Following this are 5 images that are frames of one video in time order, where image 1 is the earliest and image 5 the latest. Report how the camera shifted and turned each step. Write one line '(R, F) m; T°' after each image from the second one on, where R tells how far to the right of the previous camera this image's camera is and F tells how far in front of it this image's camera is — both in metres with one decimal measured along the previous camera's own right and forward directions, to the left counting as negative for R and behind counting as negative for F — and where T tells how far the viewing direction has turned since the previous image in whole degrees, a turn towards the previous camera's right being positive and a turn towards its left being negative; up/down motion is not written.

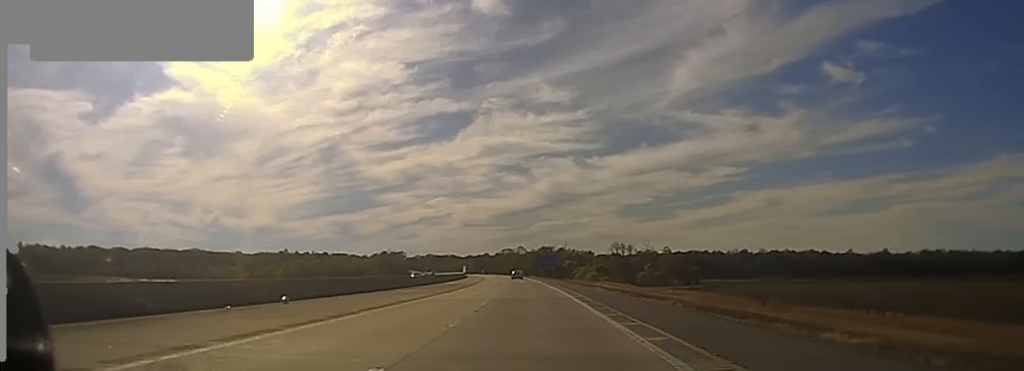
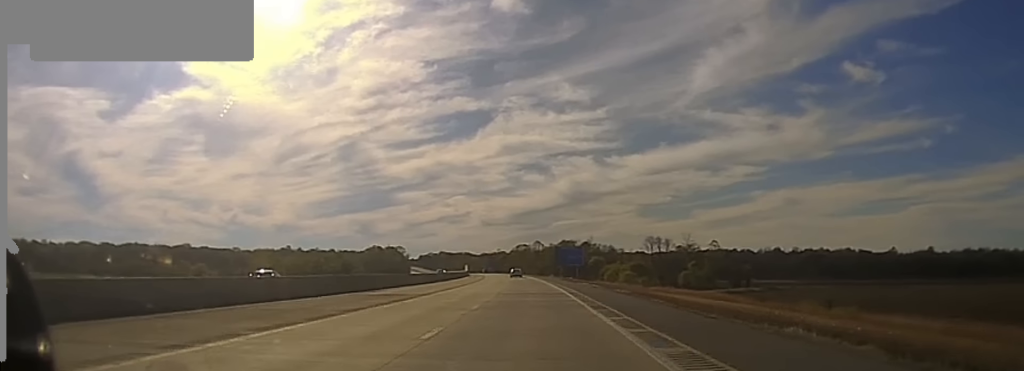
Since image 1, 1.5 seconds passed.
(-0.9, +52.3) m; -2°
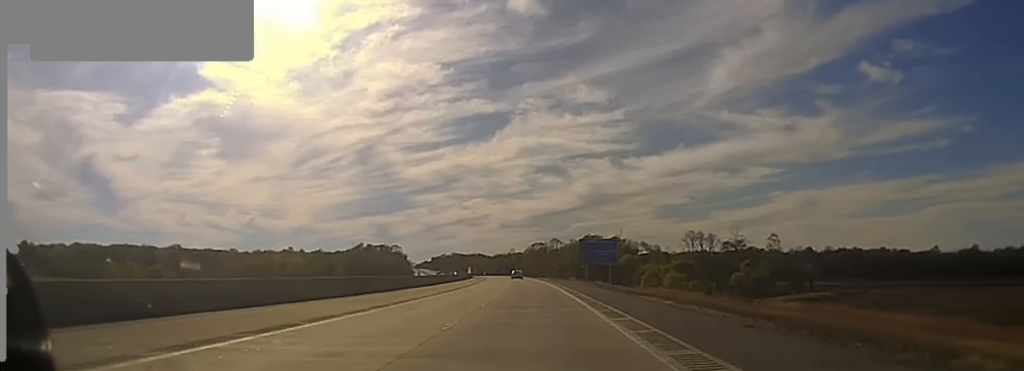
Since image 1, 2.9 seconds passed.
(-0.5, +52.4) m; -1°
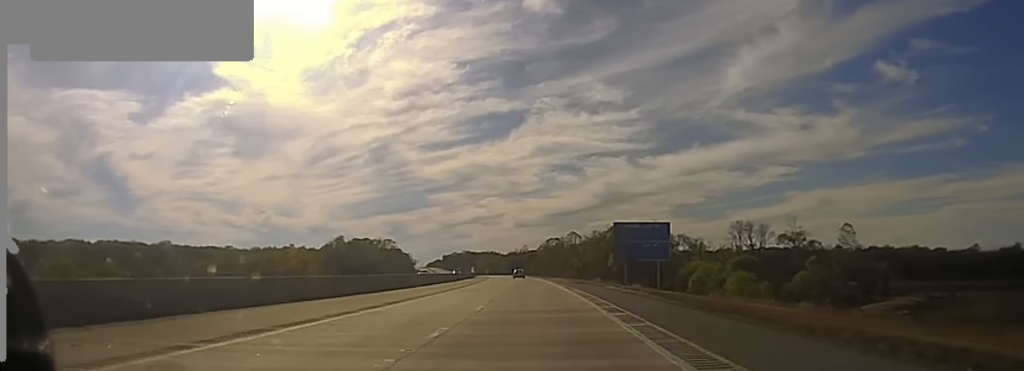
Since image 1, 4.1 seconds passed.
(-0.5, +42.0) m; -1°
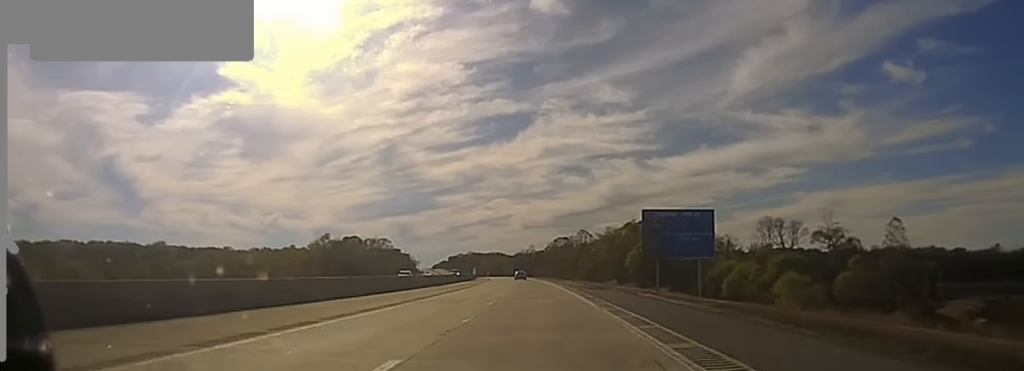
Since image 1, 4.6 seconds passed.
(0.0, +17.3) m; 0°
